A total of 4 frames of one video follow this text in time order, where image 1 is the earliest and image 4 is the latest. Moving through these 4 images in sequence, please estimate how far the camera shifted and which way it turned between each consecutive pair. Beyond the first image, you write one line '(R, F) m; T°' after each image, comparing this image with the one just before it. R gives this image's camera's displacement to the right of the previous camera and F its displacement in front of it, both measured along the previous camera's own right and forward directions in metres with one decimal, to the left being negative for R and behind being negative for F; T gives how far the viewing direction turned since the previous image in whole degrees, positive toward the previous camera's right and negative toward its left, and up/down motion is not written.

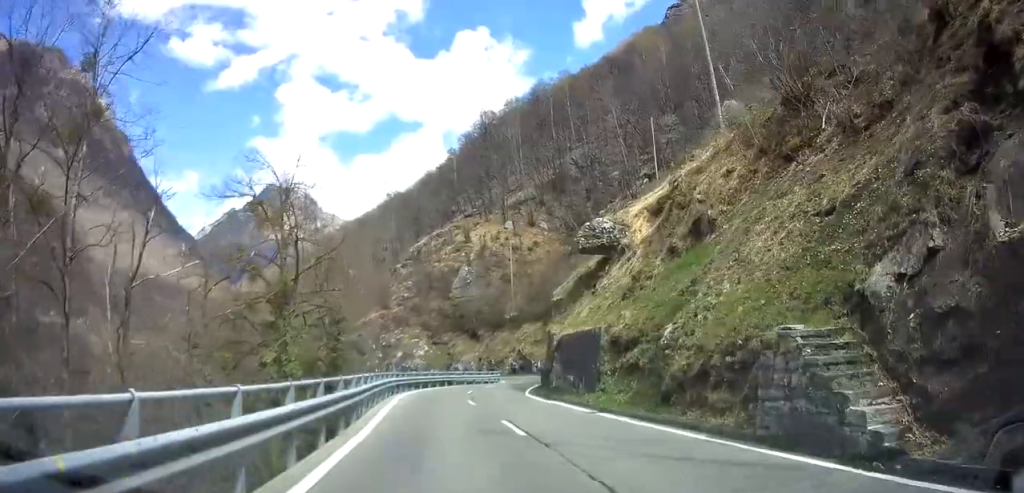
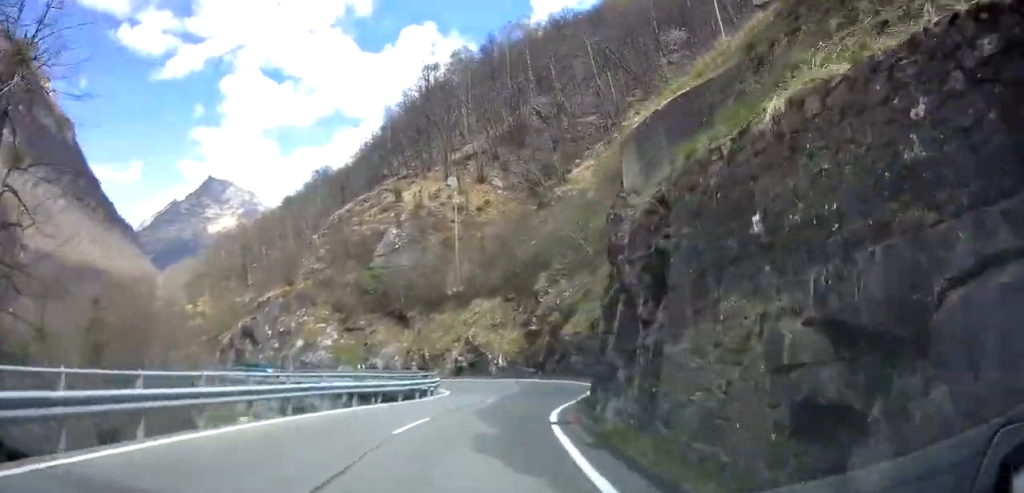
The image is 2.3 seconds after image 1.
(+2.8, +26.5) m; +10°
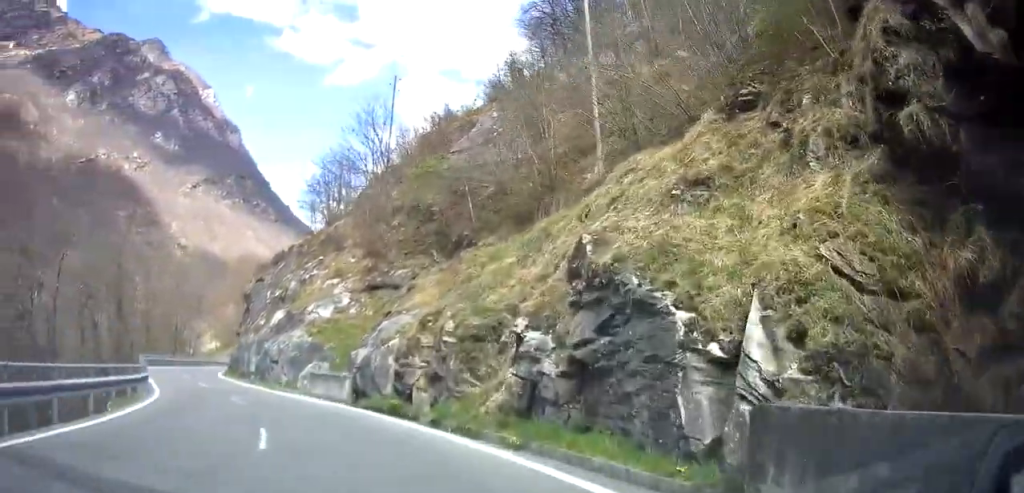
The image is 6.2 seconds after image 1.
(+3.9, +45.5) m; -32°
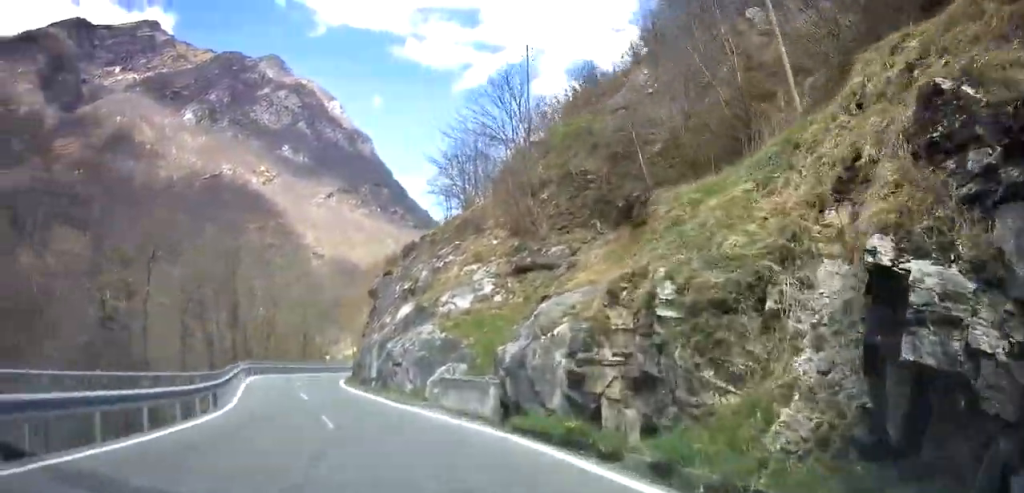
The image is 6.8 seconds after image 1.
(-2.2, +7.4) m; -32°
